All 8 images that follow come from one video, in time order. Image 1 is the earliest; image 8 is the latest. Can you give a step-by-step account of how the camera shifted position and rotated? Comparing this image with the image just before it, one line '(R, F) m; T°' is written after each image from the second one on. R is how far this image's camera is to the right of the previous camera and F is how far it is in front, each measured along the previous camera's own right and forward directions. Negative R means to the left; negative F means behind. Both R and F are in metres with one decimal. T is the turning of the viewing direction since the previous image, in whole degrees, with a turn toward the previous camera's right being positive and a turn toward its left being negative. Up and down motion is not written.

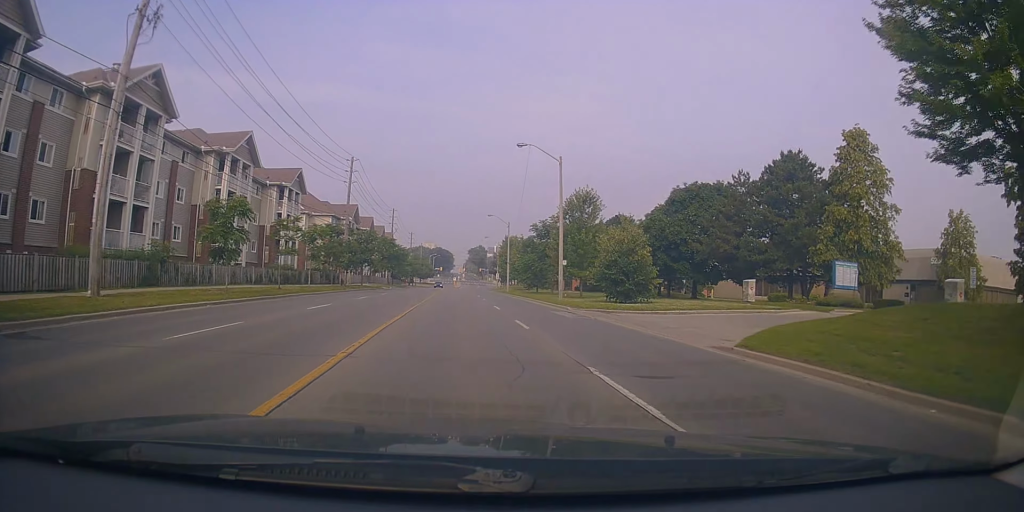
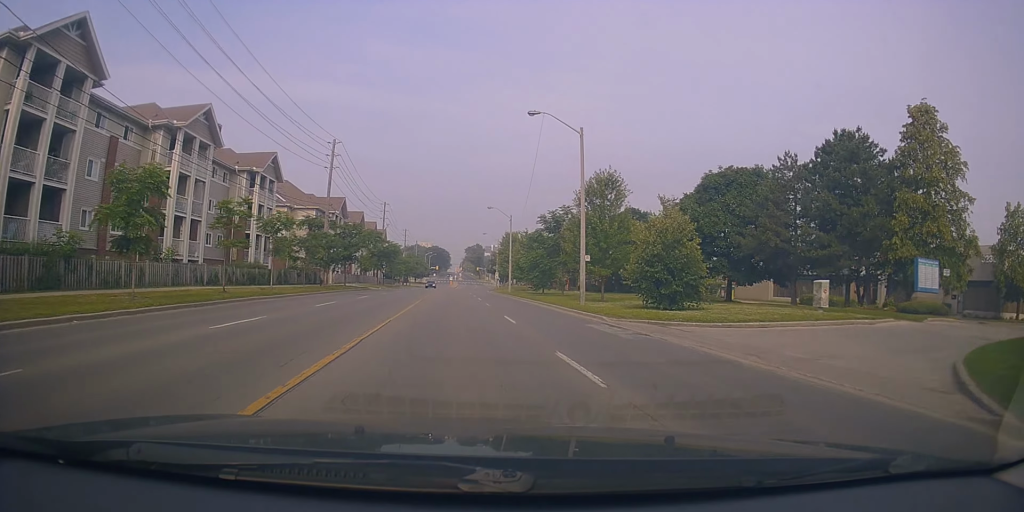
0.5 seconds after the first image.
(-0.2, +8.2) m; +2°
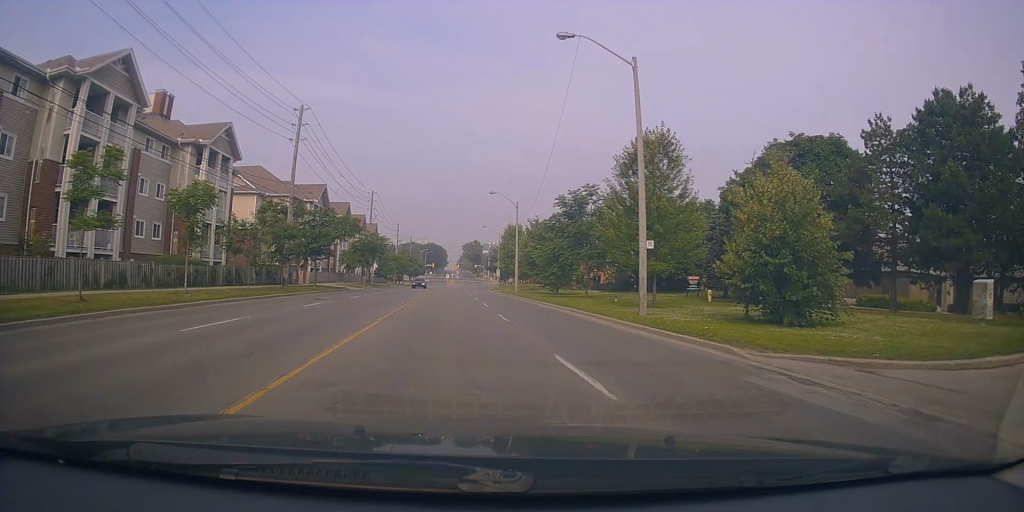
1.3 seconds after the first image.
(+0.8, +11.2) m; +1°
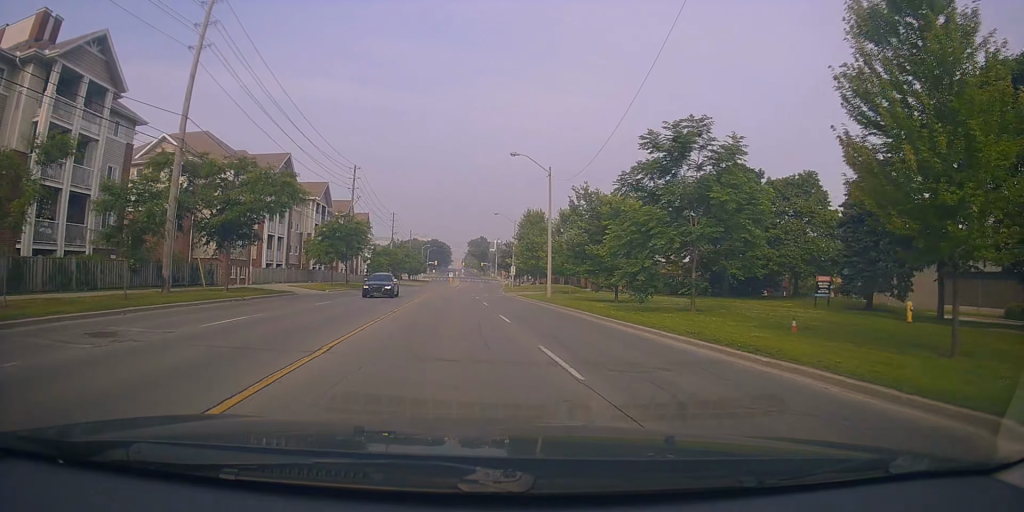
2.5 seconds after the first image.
(-0.3, +19.5) m; -2°
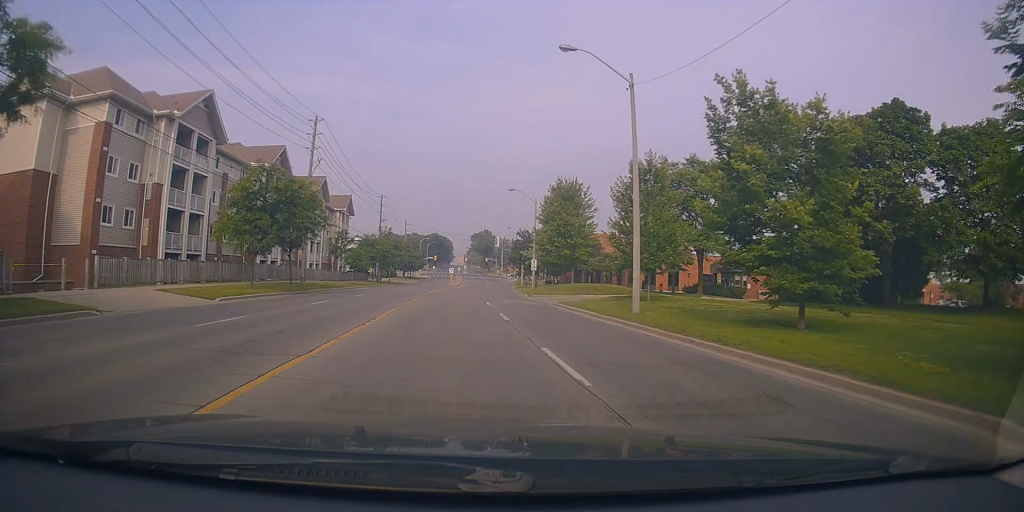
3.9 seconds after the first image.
(0.0, +20.8) m; 0°
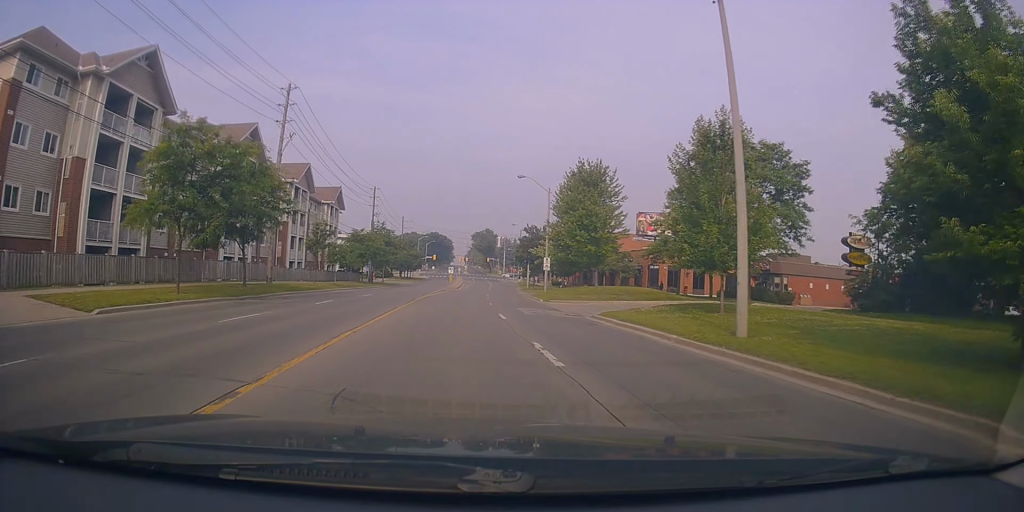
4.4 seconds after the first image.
(0.0, +8.8) m; 0°
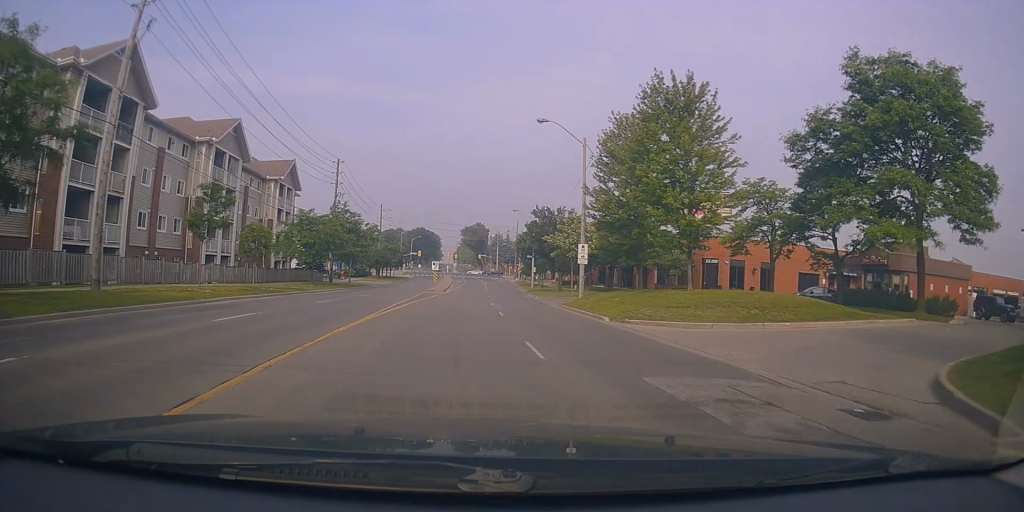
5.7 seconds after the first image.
(+0.2, +19.8) m; +2°
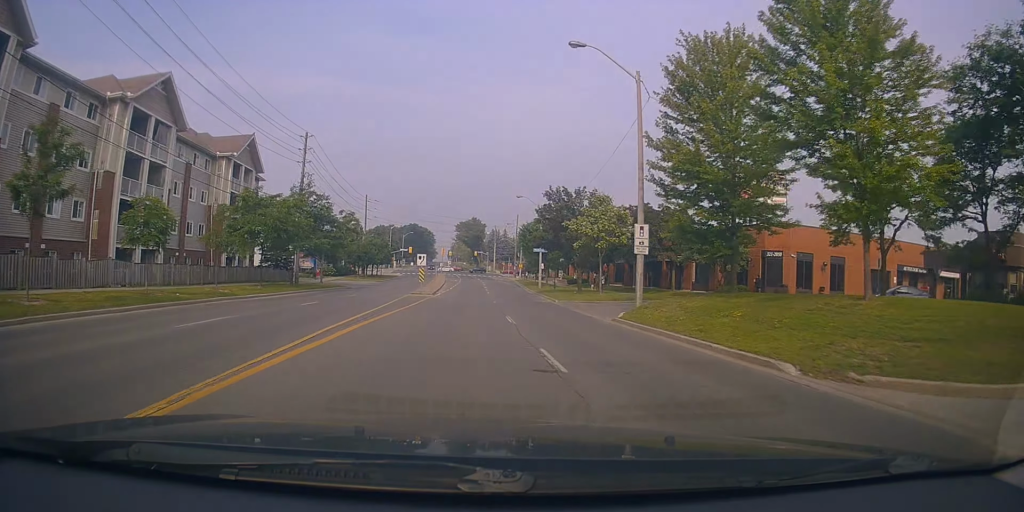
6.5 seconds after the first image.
(+0.4, +12.4) m; 0°
